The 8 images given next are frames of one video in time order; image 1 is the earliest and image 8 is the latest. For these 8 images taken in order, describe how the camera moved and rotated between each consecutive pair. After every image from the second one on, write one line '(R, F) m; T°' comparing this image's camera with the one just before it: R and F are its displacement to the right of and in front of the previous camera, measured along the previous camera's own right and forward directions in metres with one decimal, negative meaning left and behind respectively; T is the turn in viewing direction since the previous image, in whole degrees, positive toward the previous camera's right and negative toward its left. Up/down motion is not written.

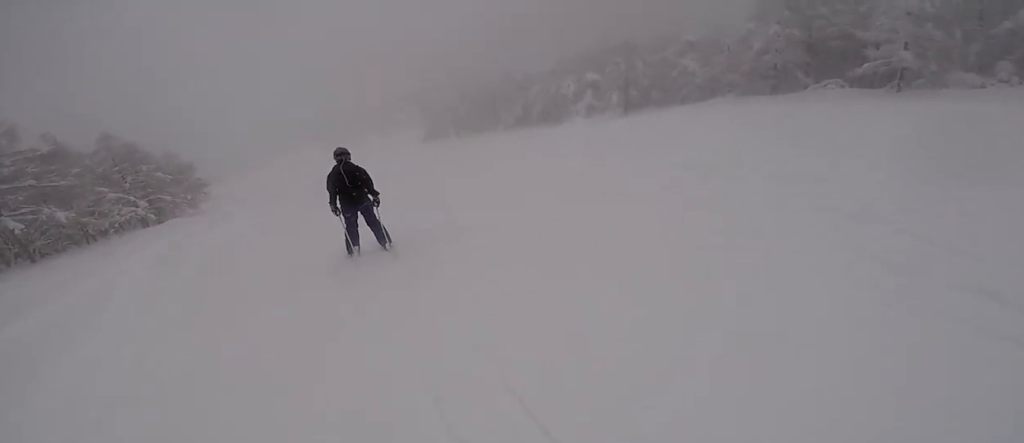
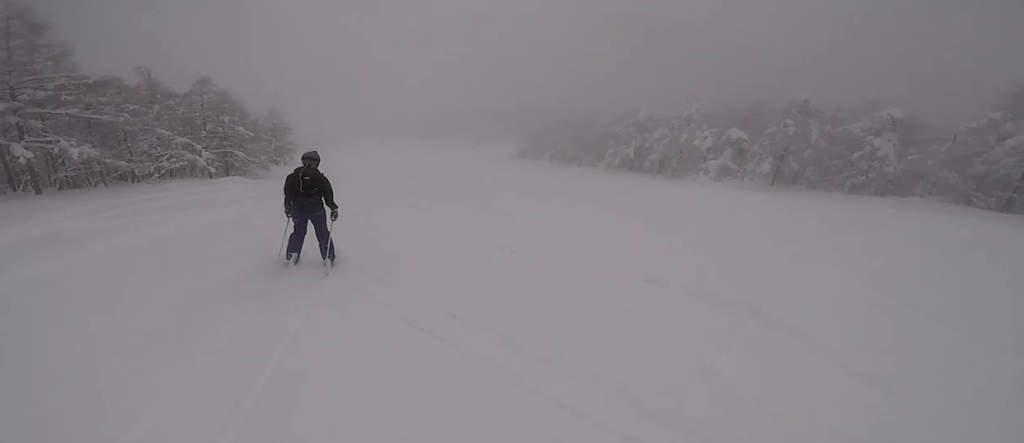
(-0.1, +7.8) m; -10°
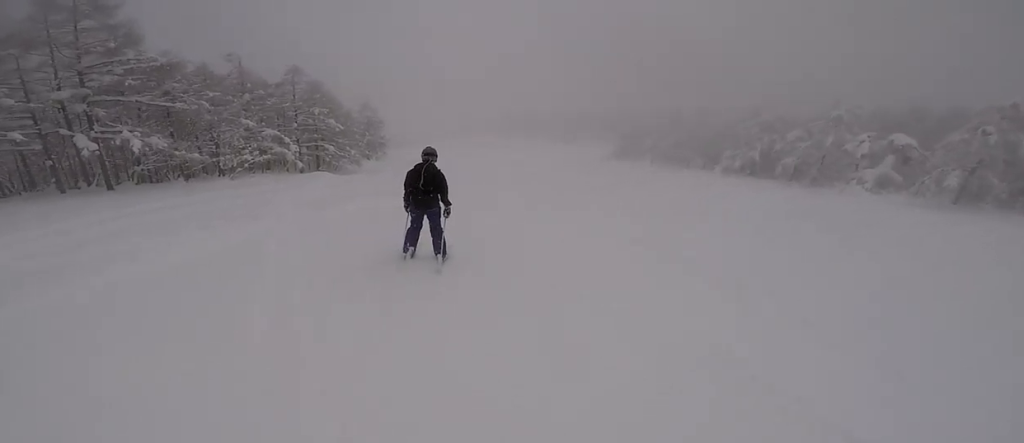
(-1.0, +5.0) m; 0°
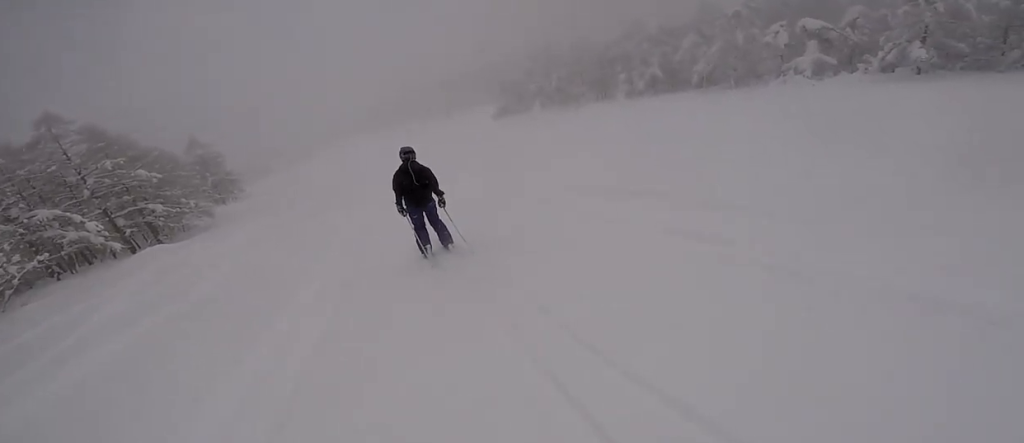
(+1.1, +10.2) m; +11°
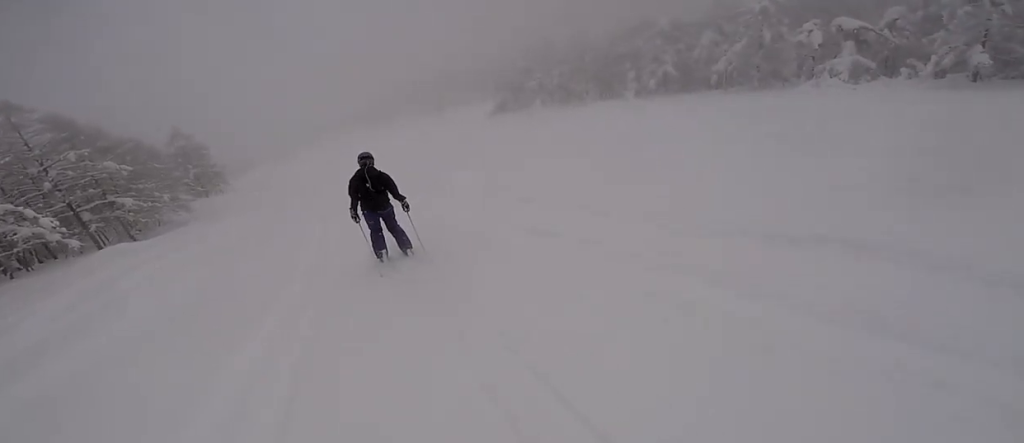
(0.0, +3.2) m; 0°
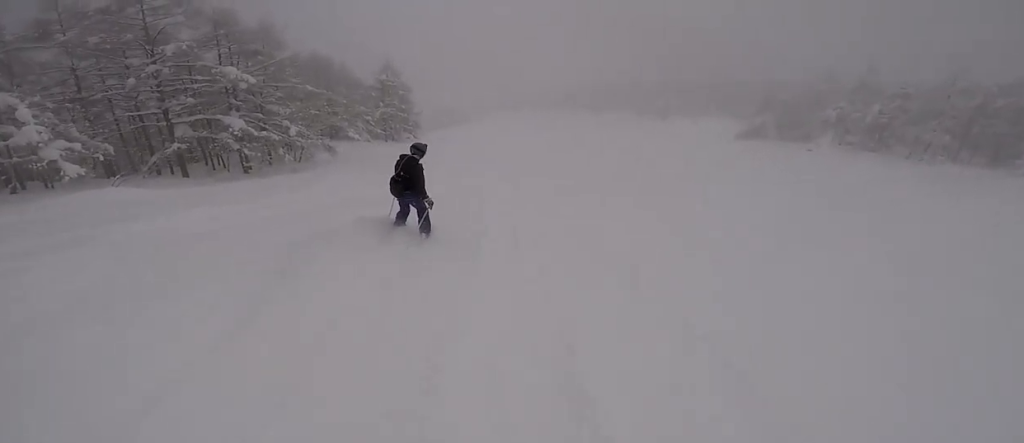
(-1.4, +16.1) m; -11°
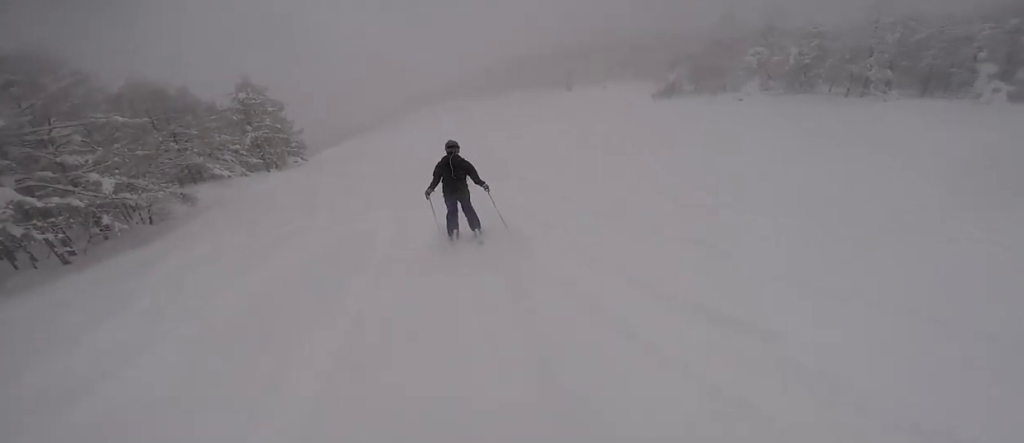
(-0.3, +7.7) m; +2°
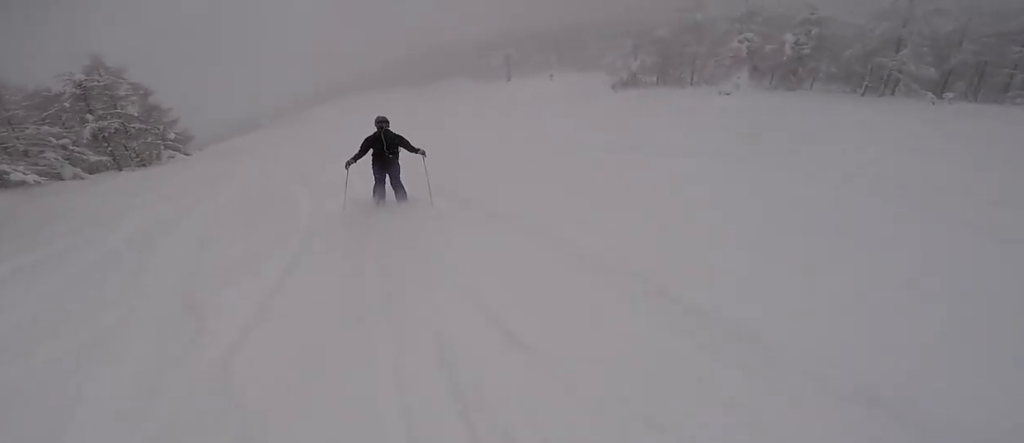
(+1.2, +10.9) m; +6°
